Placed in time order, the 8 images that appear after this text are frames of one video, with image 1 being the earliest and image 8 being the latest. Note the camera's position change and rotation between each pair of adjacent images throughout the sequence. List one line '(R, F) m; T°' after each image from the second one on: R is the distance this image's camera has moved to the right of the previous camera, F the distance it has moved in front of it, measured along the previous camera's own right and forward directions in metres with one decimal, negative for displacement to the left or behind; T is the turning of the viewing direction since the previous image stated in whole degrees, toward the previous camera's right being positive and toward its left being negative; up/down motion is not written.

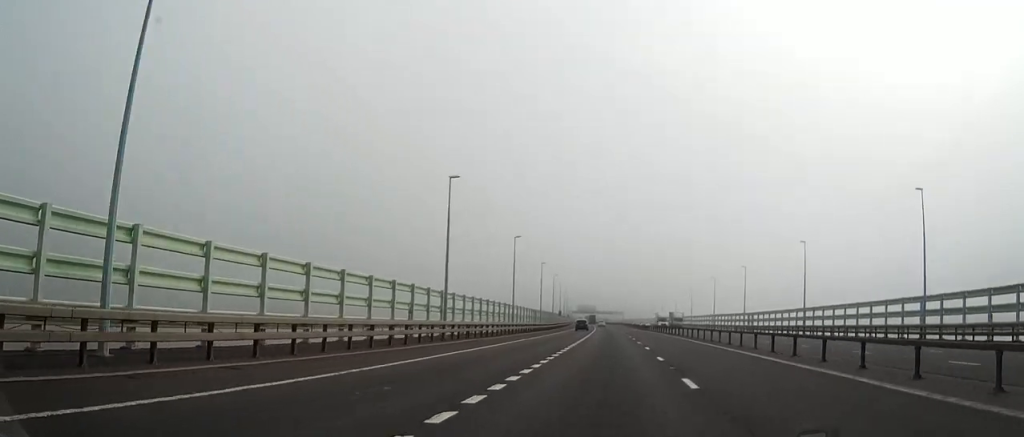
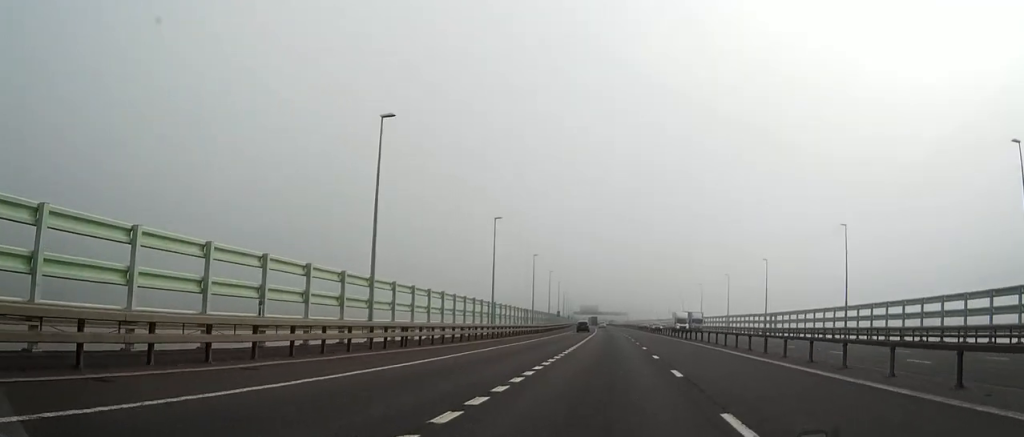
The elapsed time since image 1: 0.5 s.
(-0.1, +14.5) m; 0°
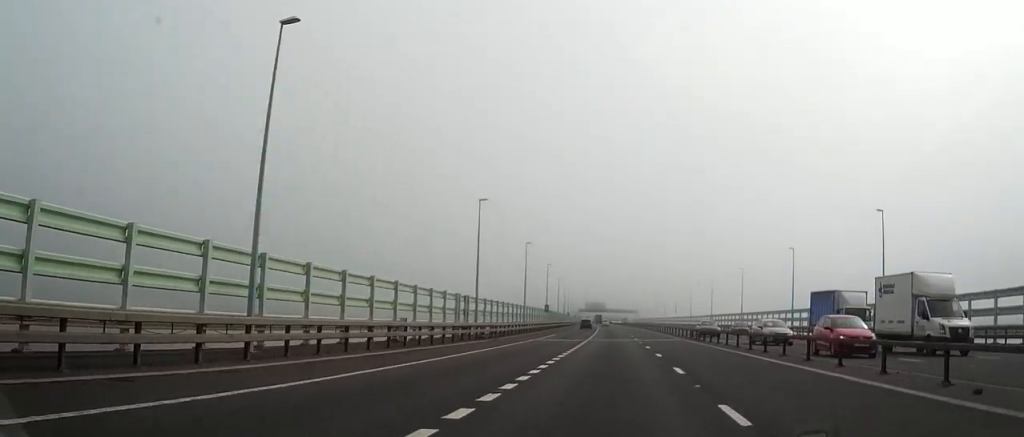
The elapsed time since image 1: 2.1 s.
(-0.2, +43.8) m; -1°
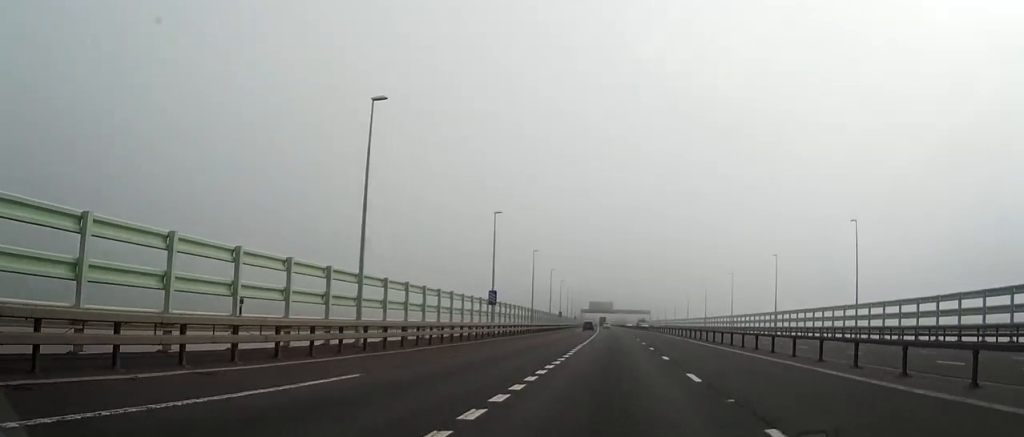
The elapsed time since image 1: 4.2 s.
(-0.7, +56.5) m; -1°
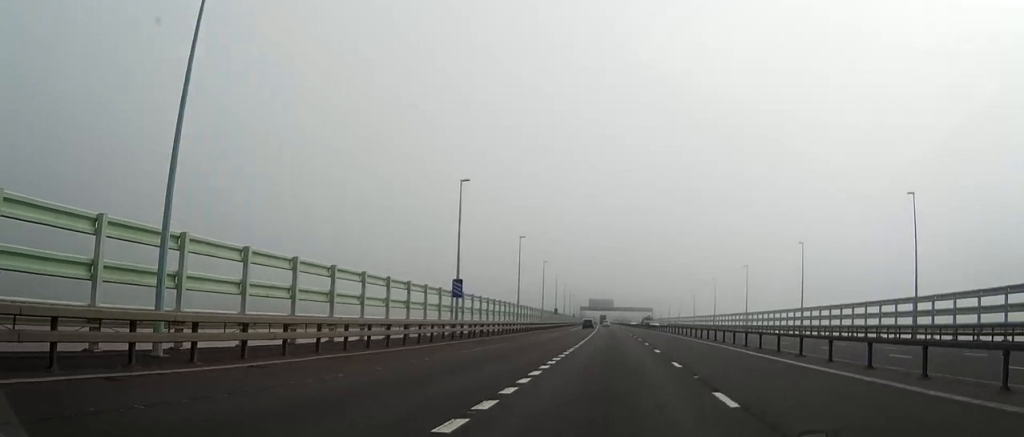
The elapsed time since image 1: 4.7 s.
(0.0, +13.9) m; 0°
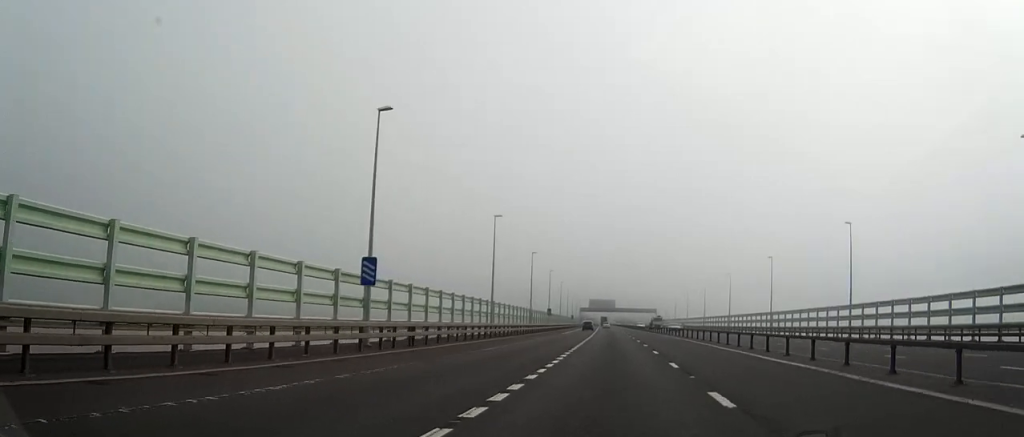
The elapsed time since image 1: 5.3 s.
(0.0, +17.5) m; 0°
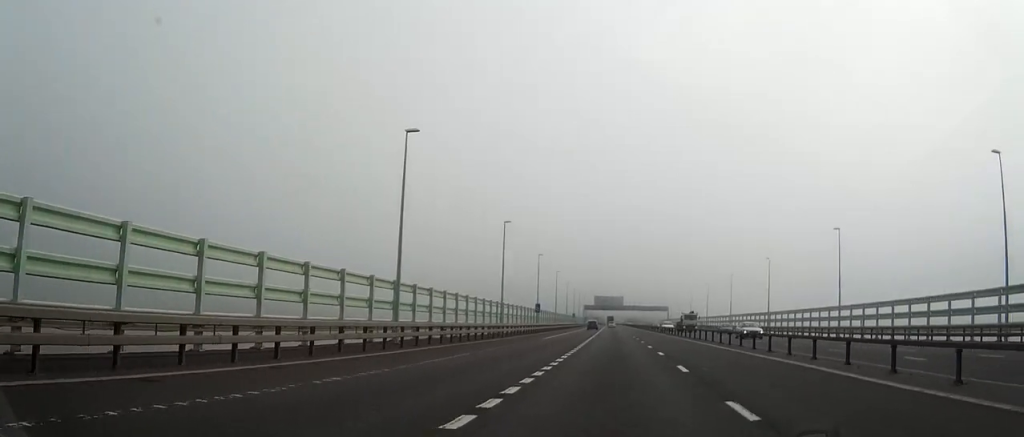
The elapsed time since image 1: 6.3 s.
(0.0, +28.5) m; 0°
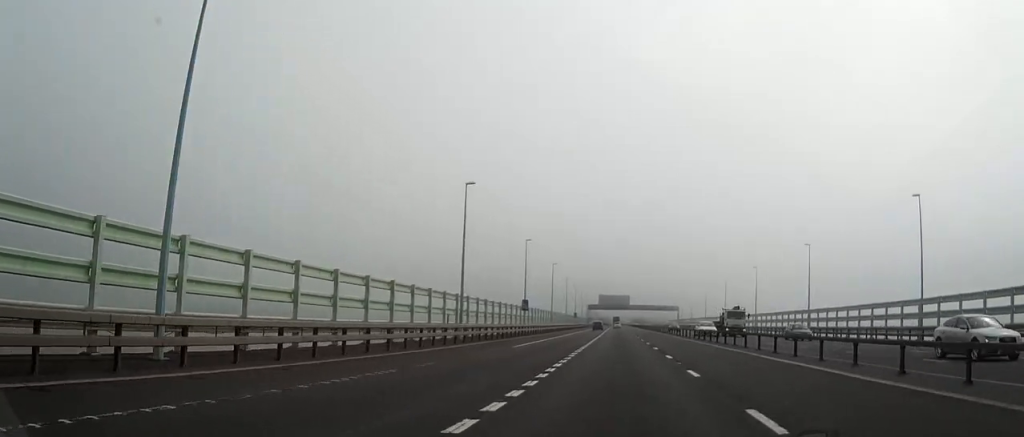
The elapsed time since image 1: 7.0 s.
(0.0, +19.3) m; 0°
